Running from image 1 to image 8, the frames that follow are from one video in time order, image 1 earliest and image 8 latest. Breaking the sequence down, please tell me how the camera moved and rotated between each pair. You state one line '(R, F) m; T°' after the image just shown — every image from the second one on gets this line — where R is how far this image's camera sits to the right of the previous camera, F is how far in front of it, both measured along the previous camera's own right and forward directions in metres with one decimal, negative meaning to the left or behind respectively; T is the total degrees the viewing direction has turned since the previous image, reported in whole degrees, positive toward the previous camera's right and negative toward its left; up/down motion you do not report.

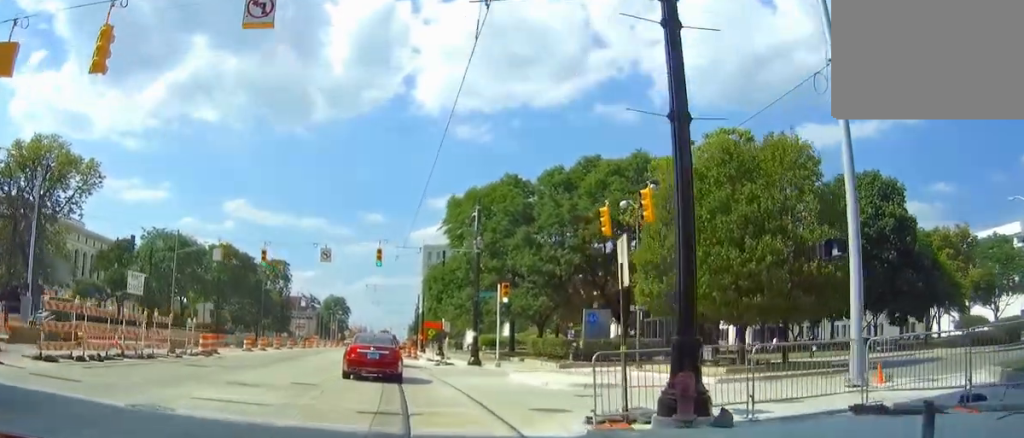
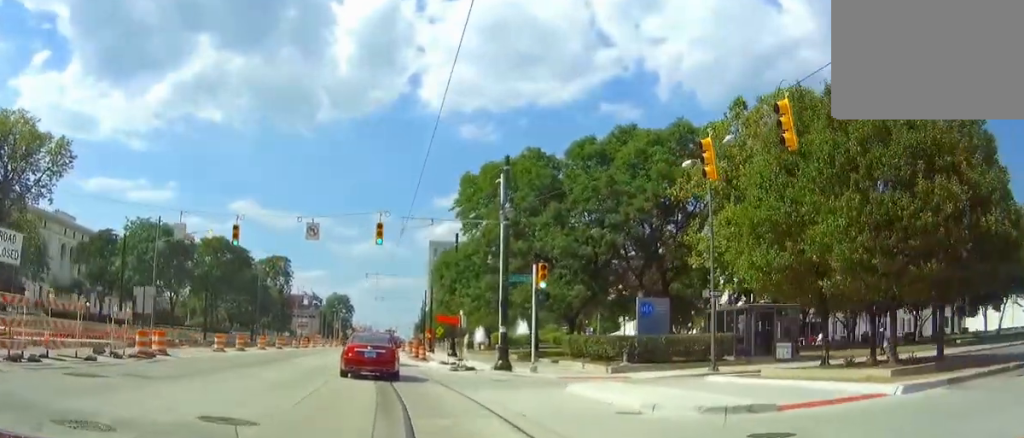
(0.0, +9.5) m; 0°
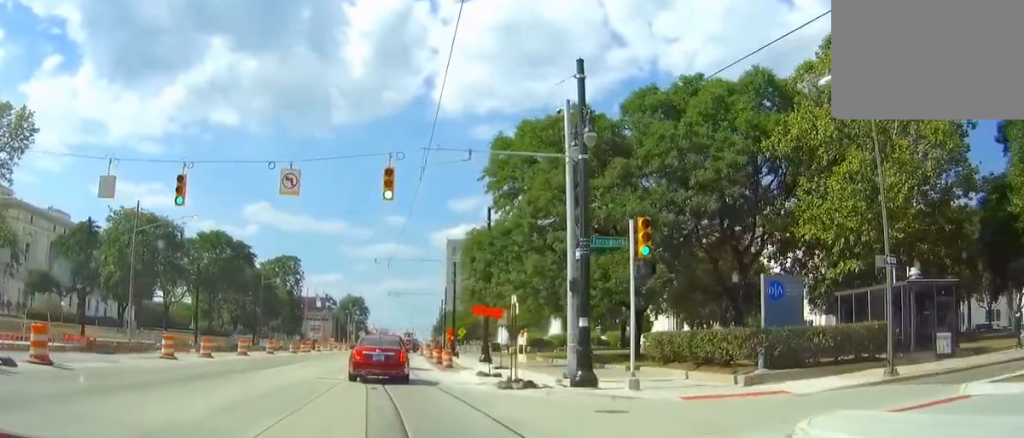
(0.0, +11.6) m; 0°
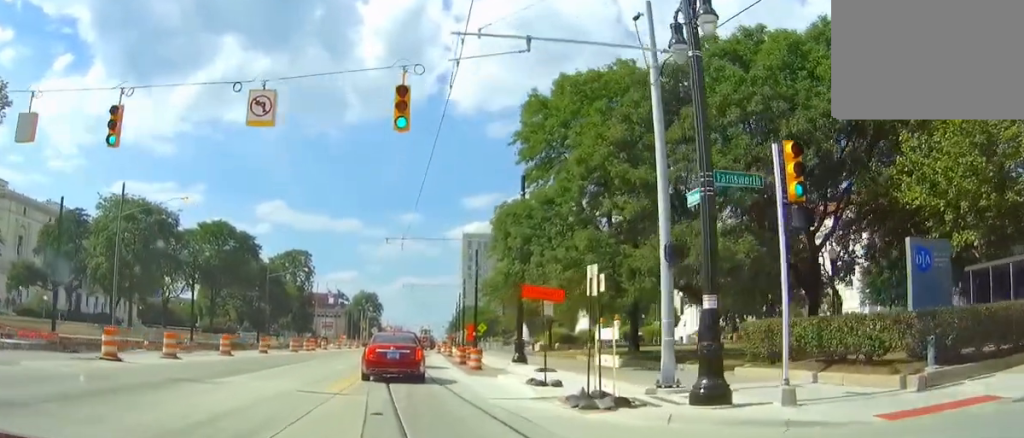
(0.0, +7.0) m; 0°
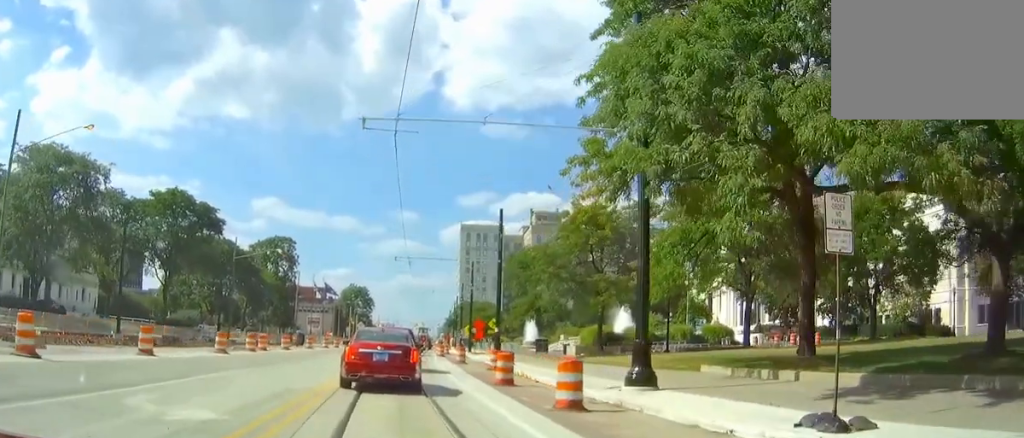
(0.0, +17.9) m; 0°
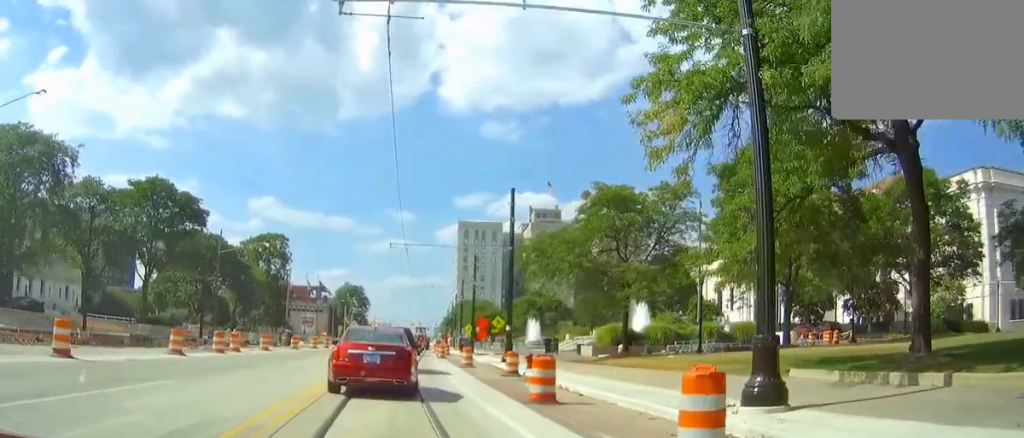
(0.0, +6.0) m; 0°
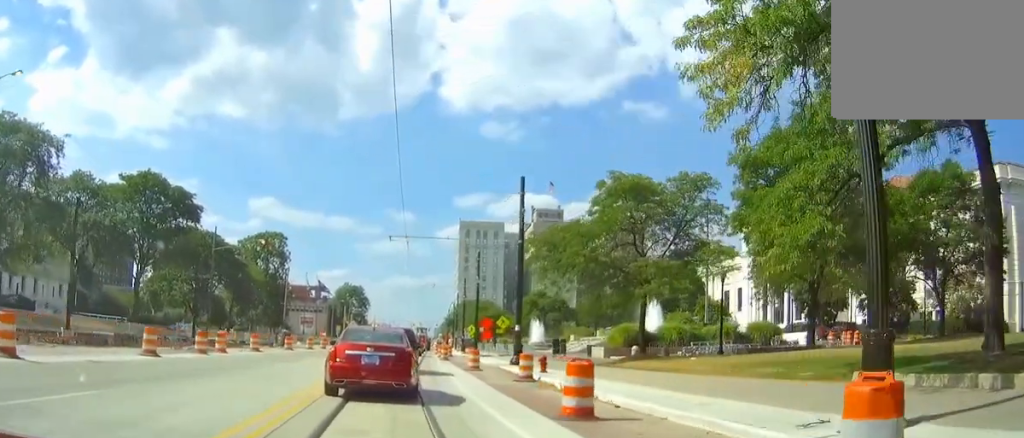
(0.0, +3.2) m; -1°
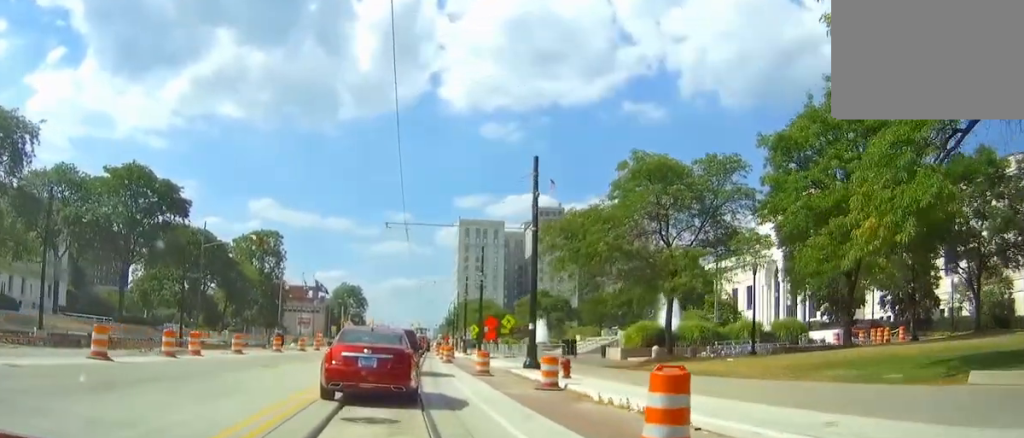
(0.0, +4.6) m; -1°
